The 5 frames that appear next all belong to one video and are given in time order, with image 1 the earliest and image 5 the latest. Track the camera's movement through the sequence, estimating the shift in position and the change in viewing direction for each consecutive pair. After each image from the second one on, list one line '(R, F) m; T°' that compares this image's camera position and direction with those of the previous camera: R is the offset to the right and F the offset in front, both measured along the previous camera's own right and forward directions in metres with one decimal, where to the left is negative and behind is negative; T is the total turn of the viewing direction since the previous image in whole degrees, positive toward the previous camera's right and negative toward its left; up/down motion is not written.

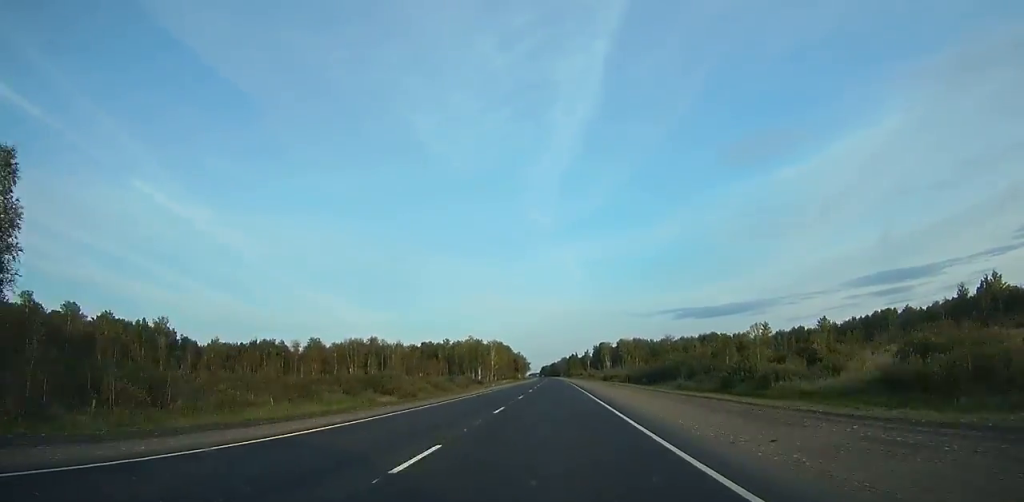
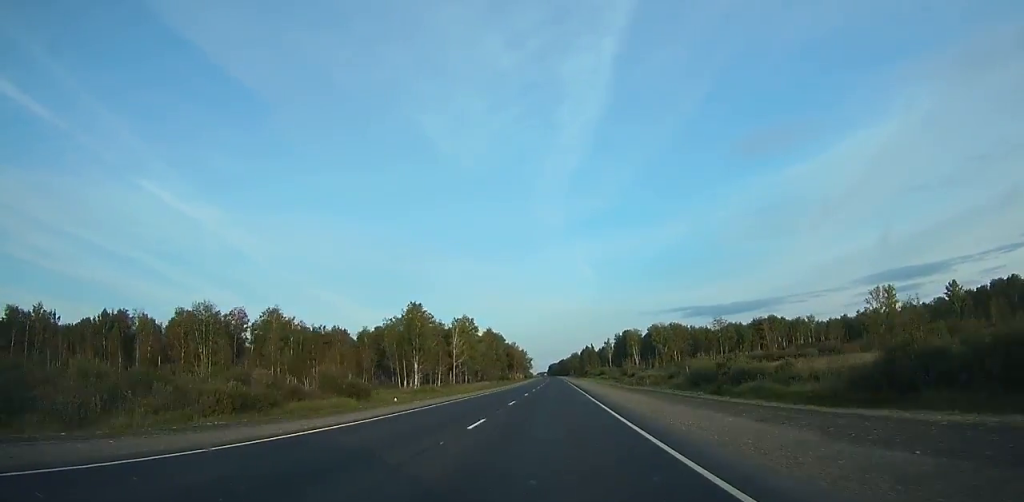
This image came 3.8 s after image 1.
(-0.7, +117.7) m; -1°
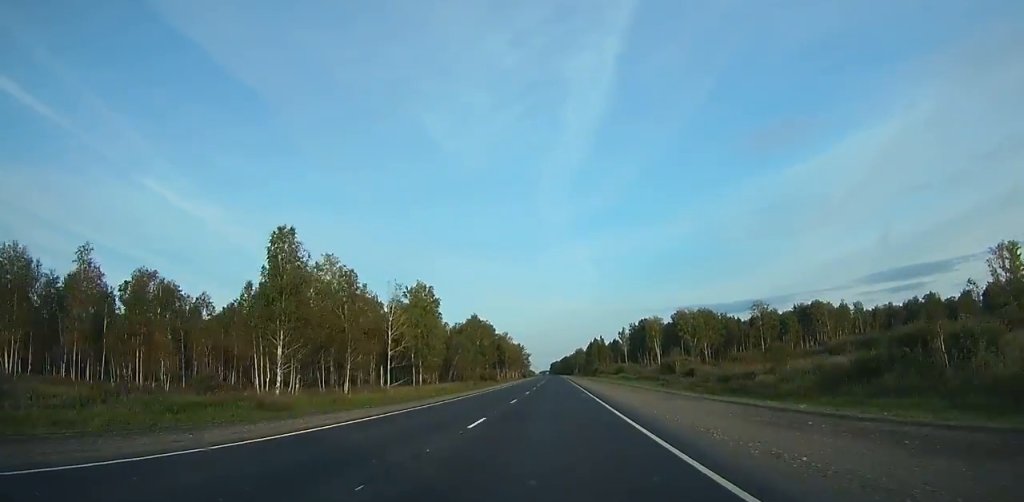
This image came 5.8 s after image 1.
(-0.4, +64.0) m; 0°
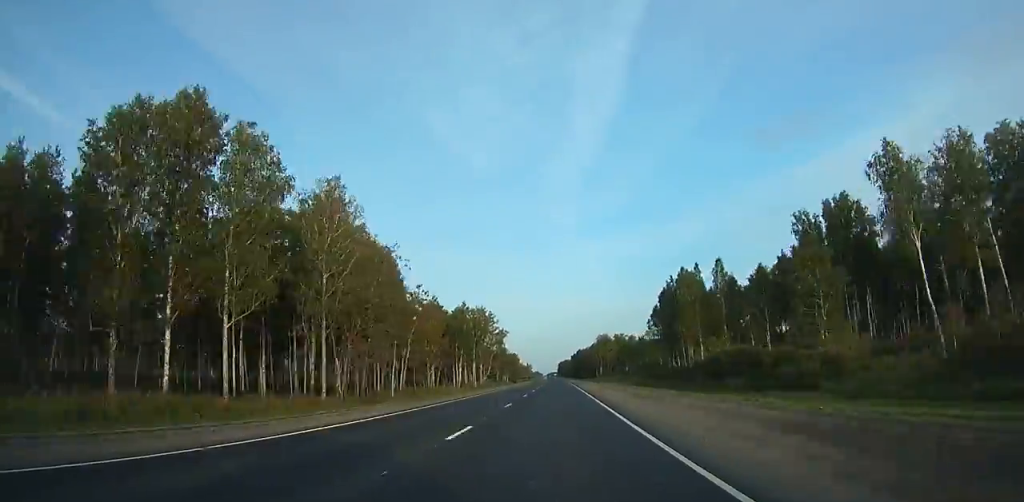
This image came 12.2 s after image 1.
(-1.5, +203.3) m; -1°
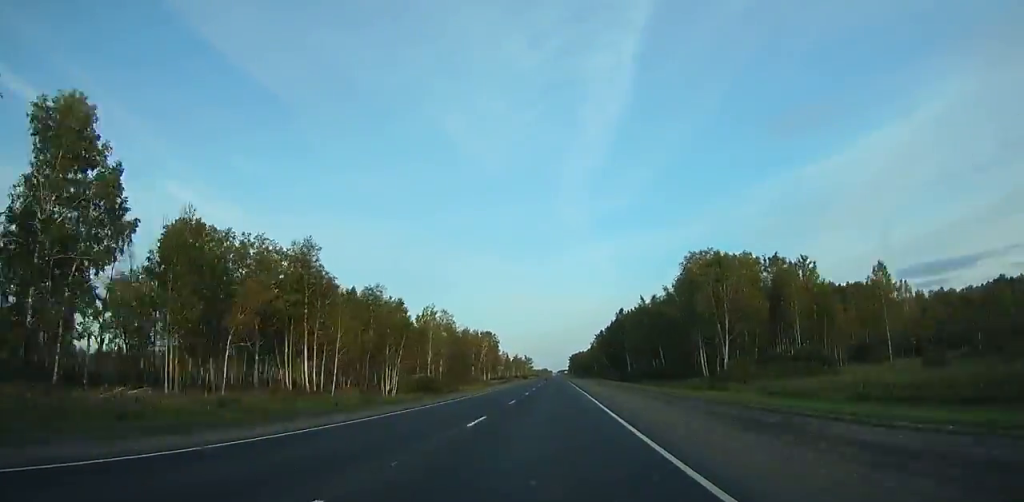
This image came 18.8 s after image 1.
(+0.4, +192.6) m; +6°
